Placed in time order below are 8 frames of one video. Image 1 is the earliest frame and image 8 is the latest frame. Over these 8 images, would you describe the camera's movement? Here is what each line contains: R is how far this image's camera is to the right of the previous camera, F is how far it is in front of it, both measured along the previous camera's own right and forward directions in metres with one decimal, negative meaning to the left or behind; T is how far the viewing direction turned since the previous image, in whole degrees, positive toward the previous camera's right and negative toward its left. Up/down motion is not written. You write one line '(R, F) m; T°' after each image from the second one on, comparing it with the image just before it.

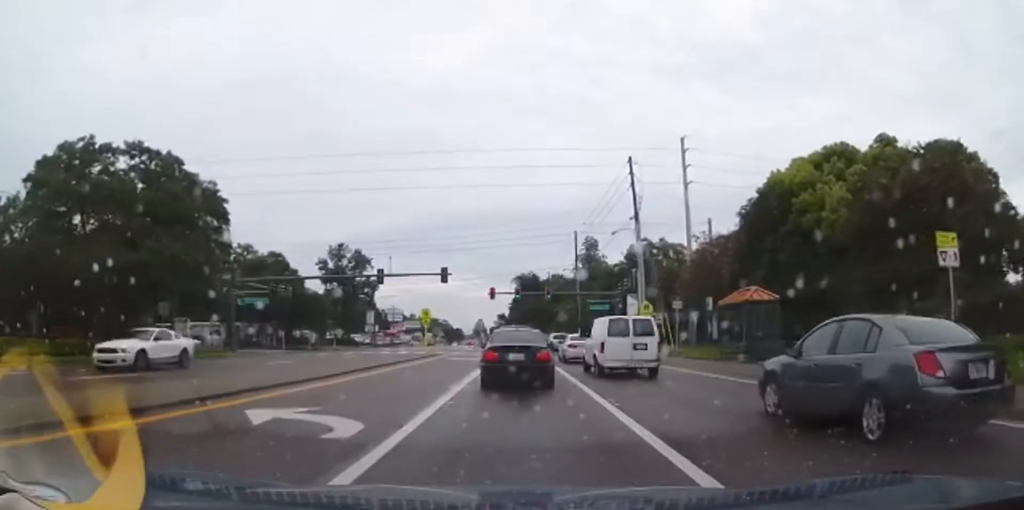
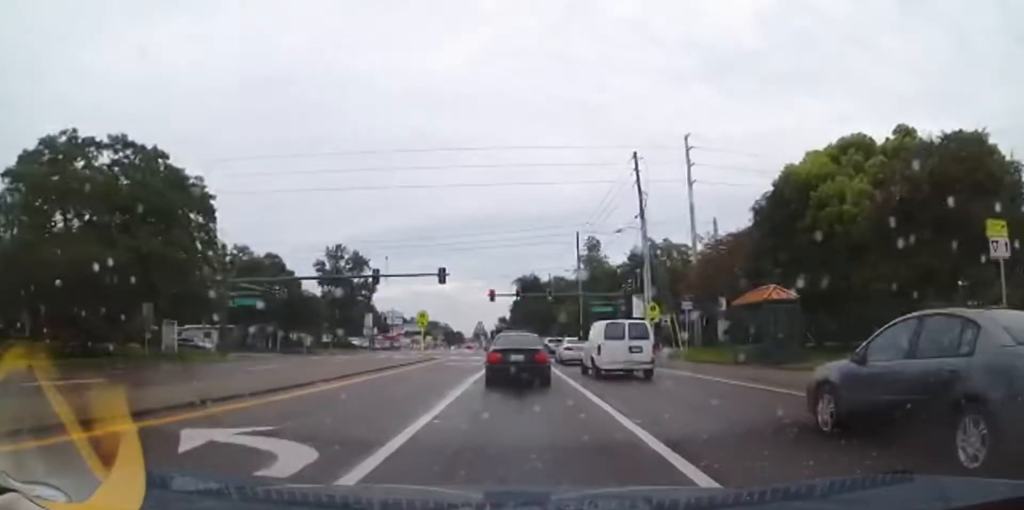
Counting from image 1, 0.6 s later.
(0.0, +1.8) m; 0°
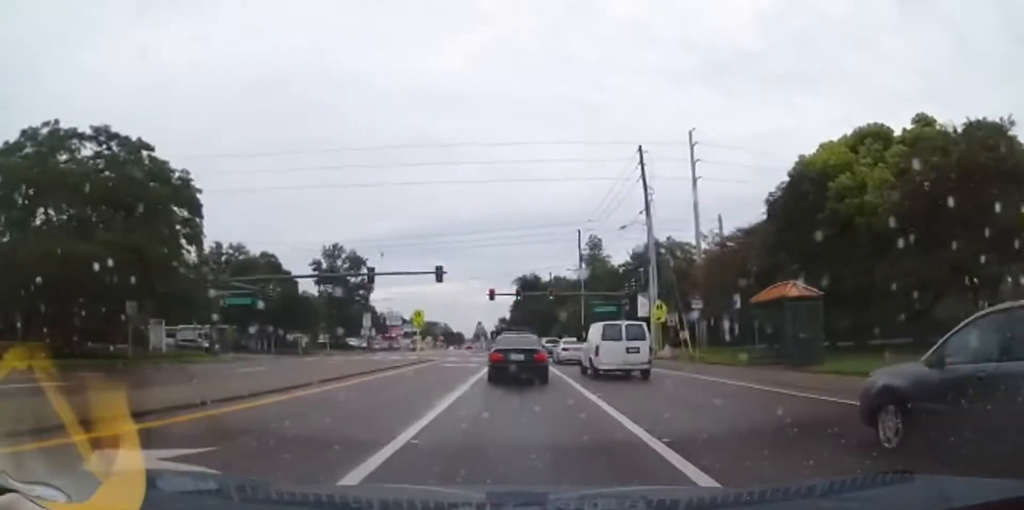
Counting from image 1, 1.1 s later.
(0.0, +1.4) m; +1°
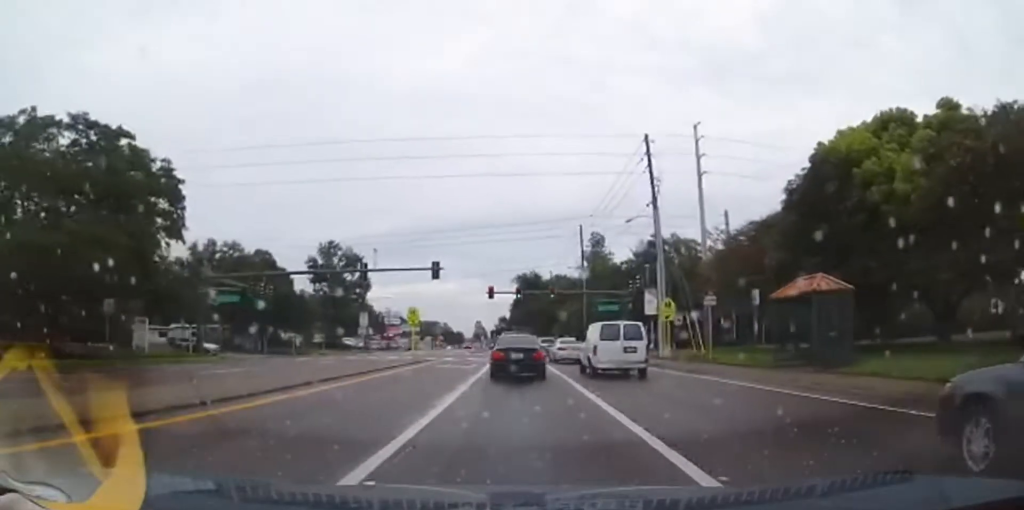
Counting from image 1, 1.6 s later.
(0.0, +1.7) m; +3°
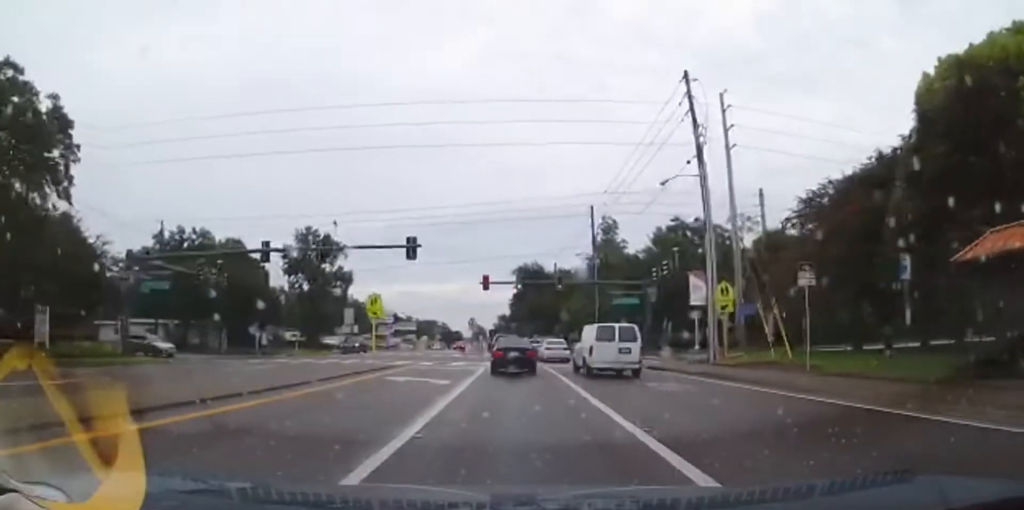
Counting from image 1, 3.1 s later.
(+0.7, +7.6) m; +5°
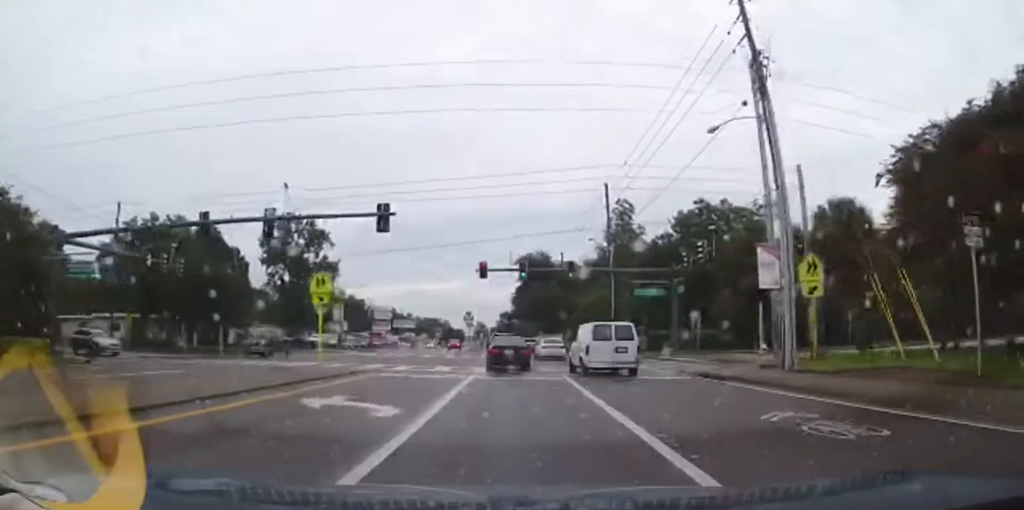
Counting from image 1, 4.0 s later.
(-0.1, +5.8) m; -6°
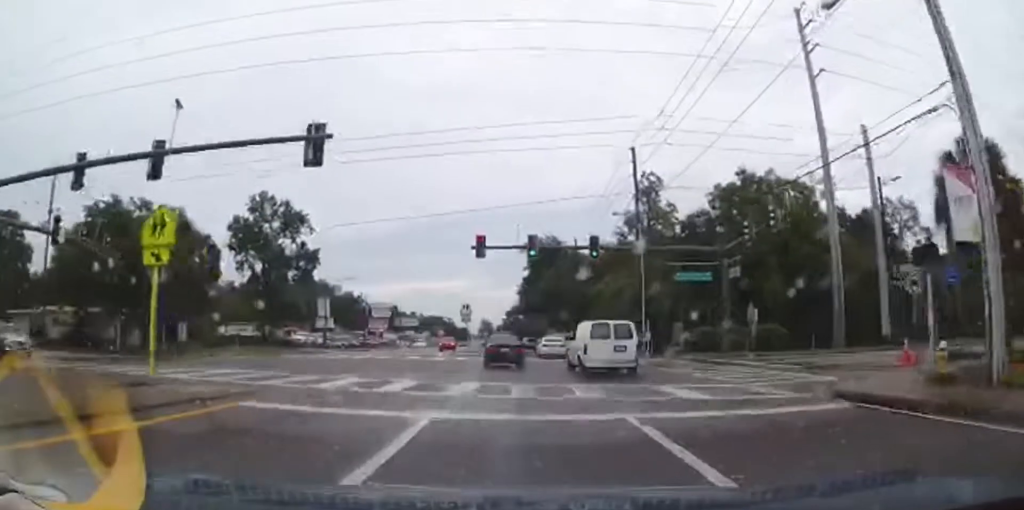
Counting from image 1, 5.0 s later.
(-0.5, +7.5) m; -2°
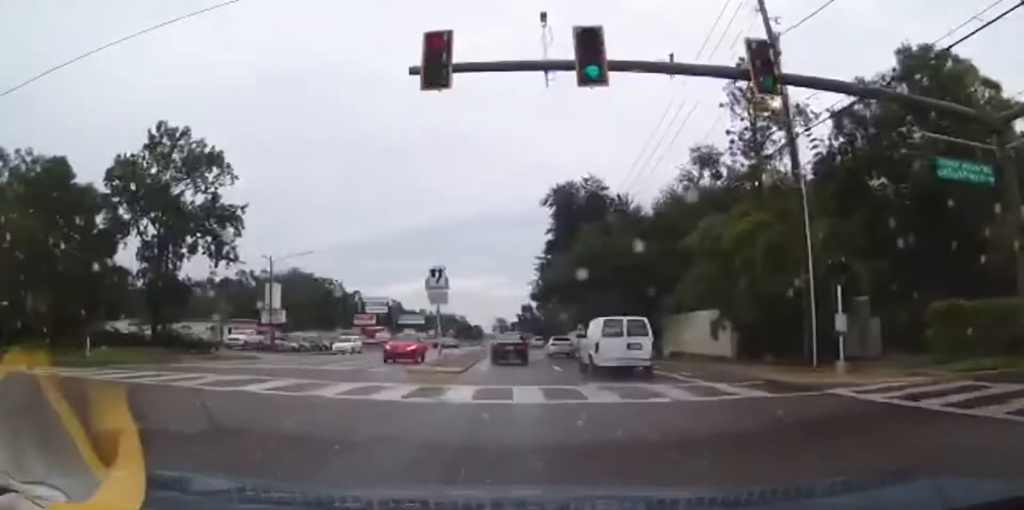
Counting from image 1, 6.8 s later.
(+0.3, +18.9) m; 0°
